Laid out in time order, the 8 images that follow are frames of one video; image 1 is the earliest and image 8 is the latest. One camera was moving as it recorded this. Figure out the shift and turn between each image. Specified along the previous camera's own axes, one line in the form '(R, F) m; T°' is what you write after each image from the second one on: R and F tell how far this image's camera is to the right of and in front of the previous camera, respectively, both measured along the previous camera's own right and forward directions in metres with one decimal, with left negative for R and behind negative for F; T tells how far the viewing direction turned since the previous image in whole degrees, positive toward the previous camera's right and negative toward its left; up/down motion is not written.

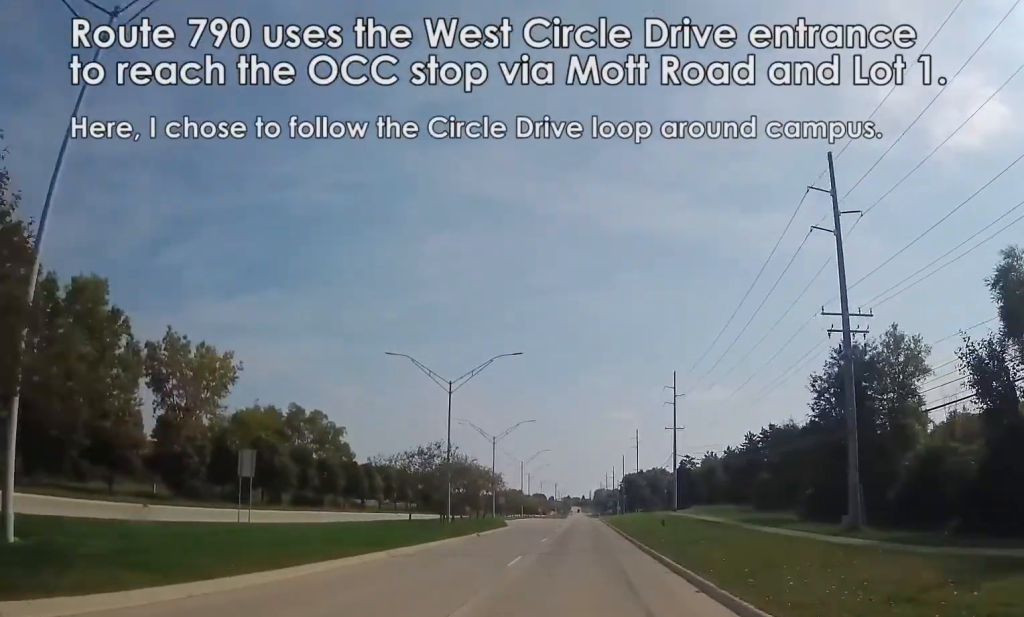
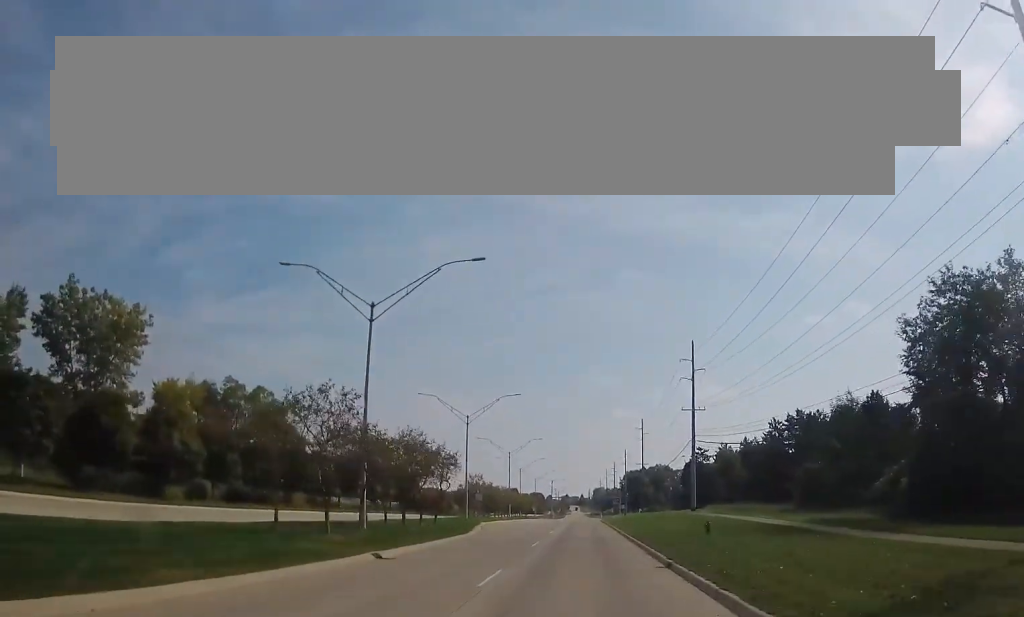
(0.0, +20.2) m; 0°
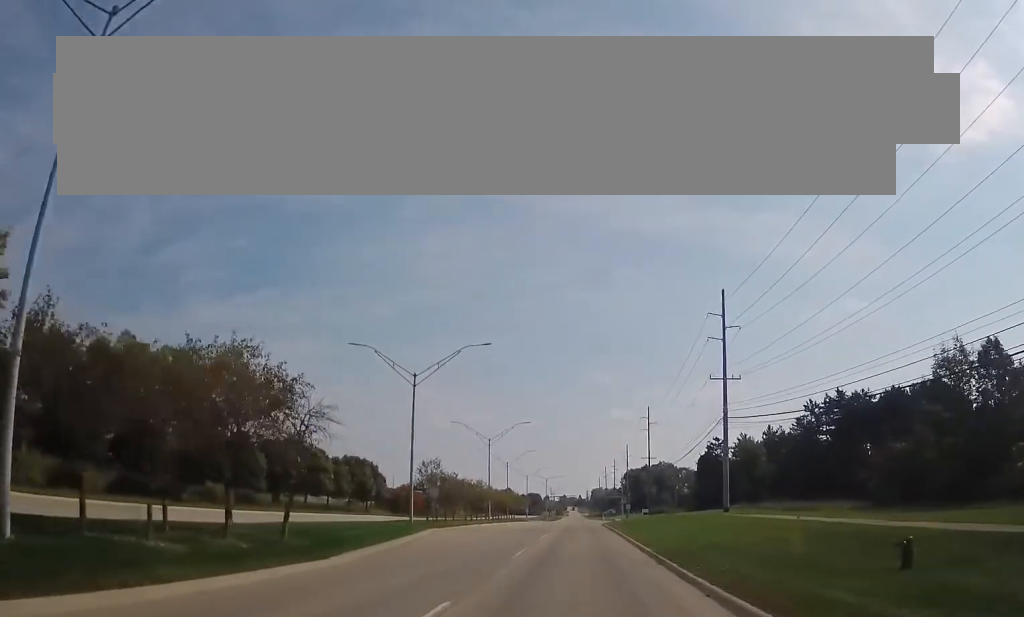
(0.0, +22.1) m; 0°
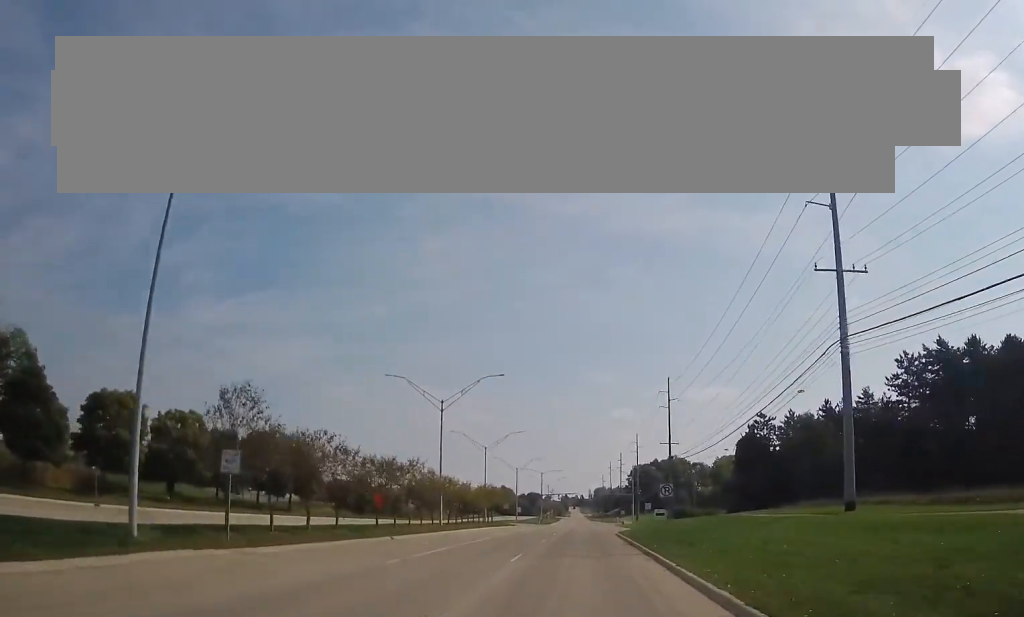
(0.0, +32.1) m; 0°
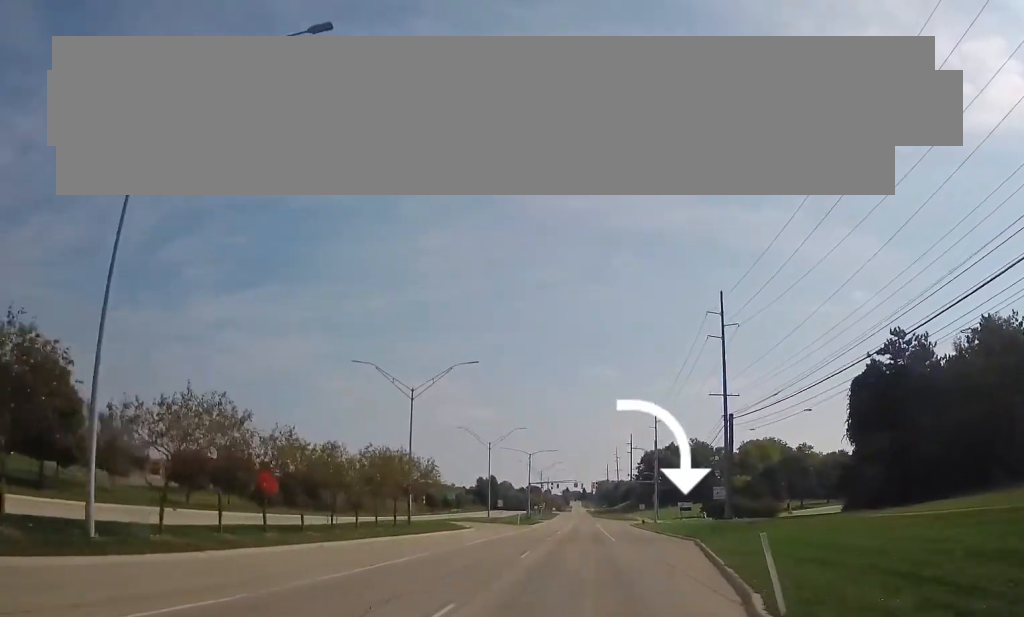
(+0.9, +44.5) m; +1°
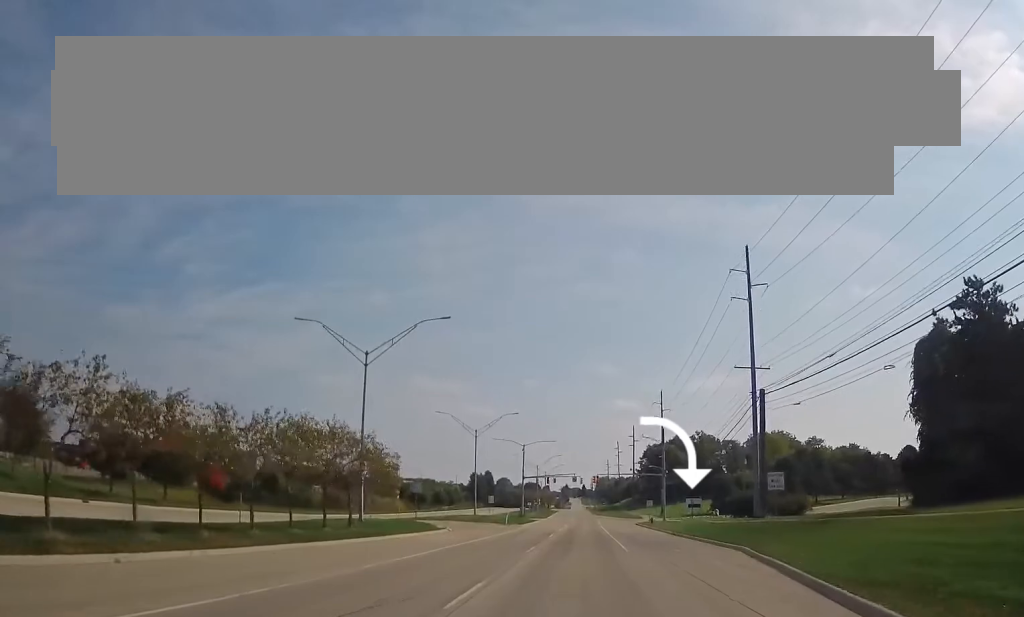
(-0.2, +12.4) m; -1°
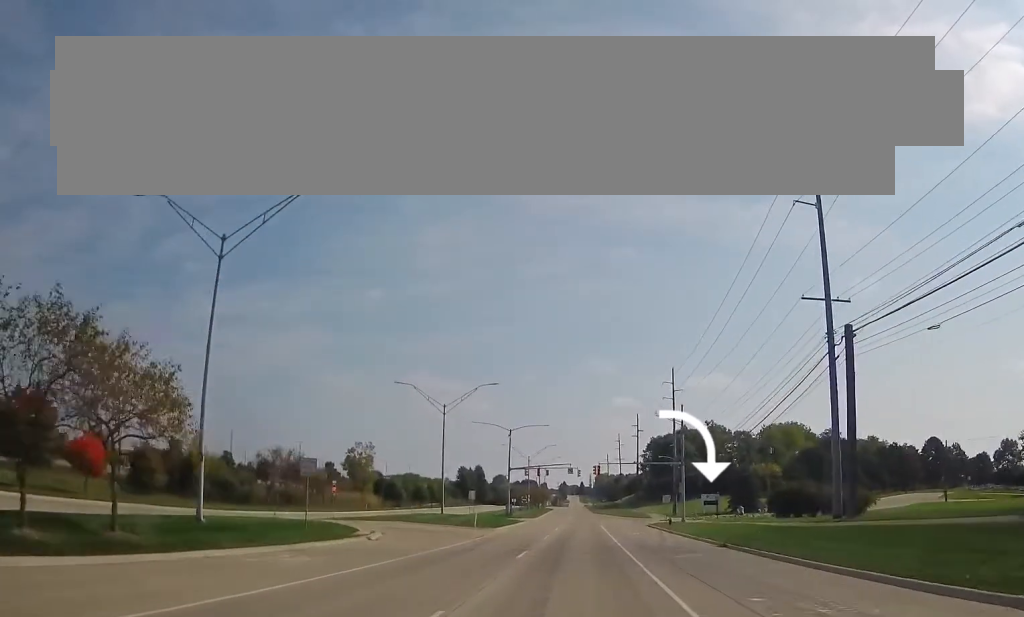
(0.0, +19.7) m; 0°
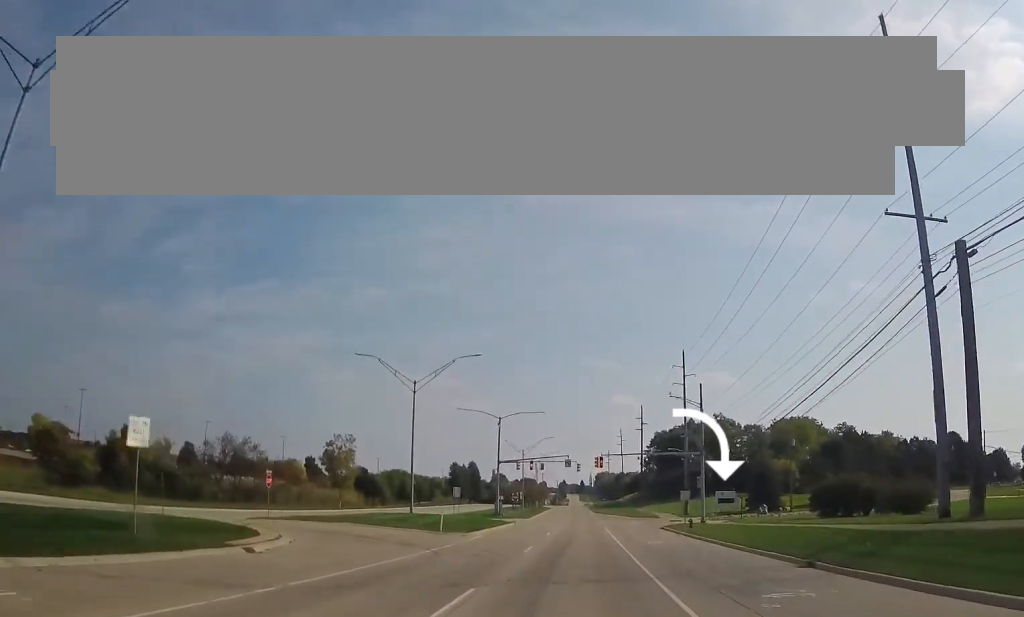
(0.0, +12.5) m; 0°
